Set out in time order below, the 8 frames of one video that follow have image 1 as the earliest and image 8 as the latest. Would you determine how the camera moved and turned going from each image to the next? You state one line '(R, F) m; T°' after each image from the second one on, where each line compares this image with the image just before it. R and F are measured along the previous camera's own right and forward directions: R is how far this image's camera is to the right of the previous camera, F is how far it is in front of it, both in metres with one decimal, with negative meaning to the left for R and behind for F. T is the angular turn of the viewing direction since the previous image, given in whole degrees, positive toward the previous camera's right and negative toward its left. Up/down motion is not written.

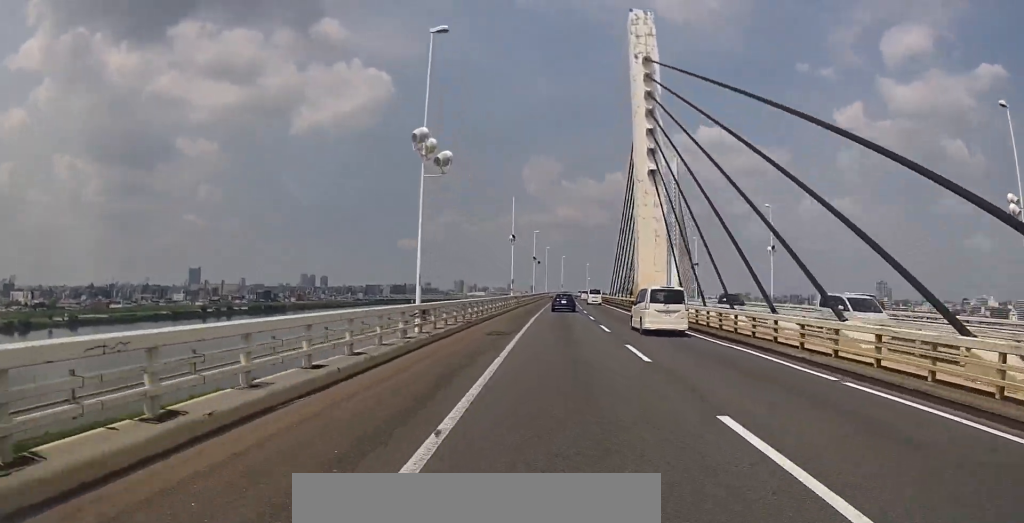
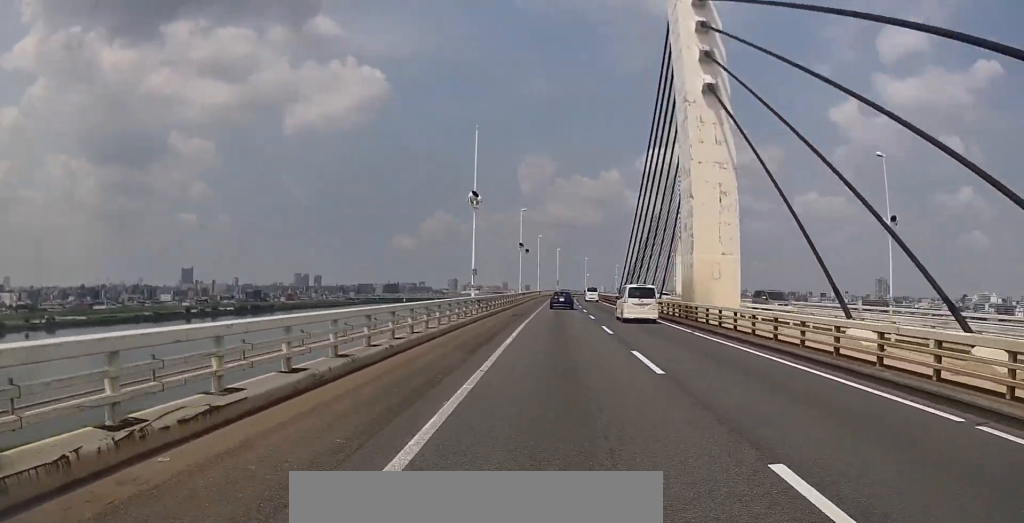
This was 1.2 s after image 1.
(-0.3, +22.5) m; 0°
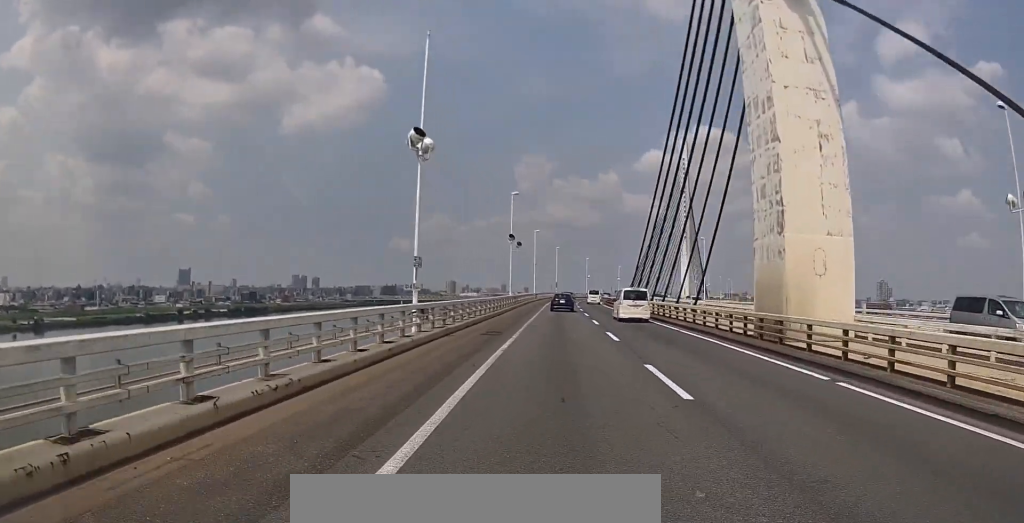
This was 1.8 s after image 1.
(0.0, +12.4) m; +1°
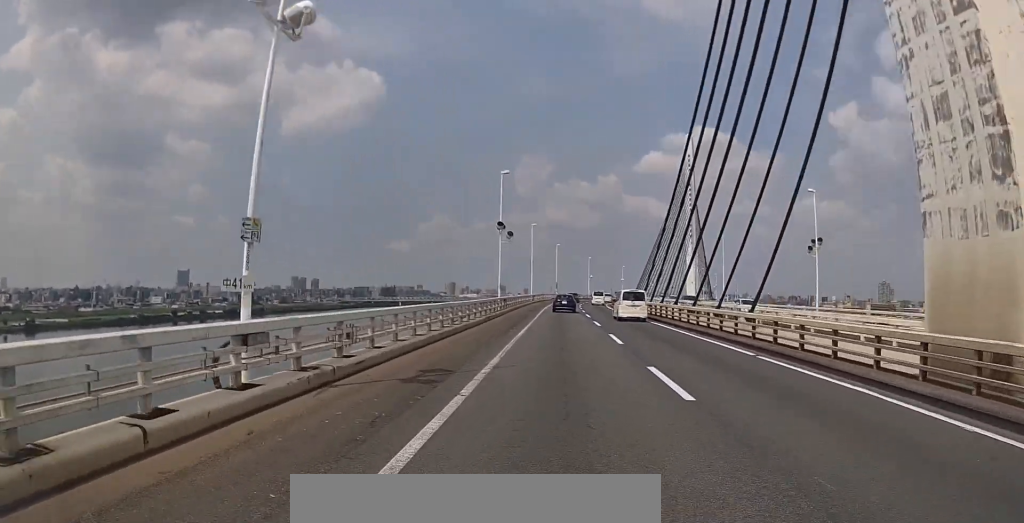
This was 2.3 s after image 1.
(+0.1, +9.8) m; +1°
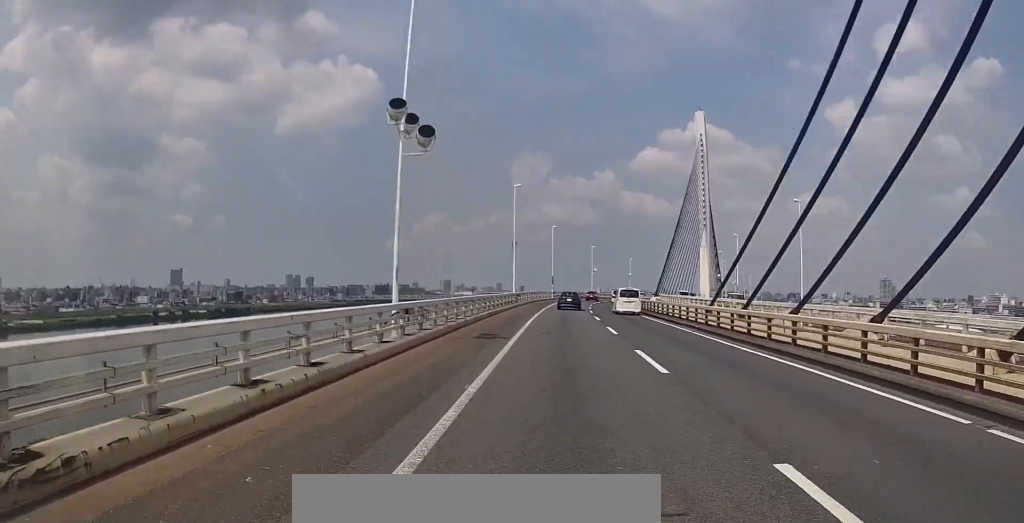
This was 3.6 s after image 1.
(+0.6, +26.3) m; +1°
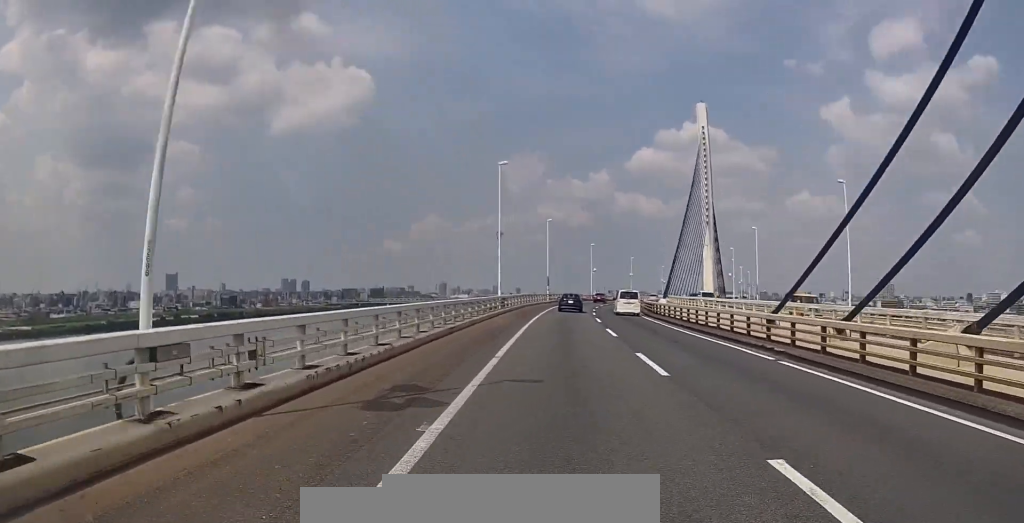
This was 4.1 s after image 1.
(0.0, +9.3) m; 0°
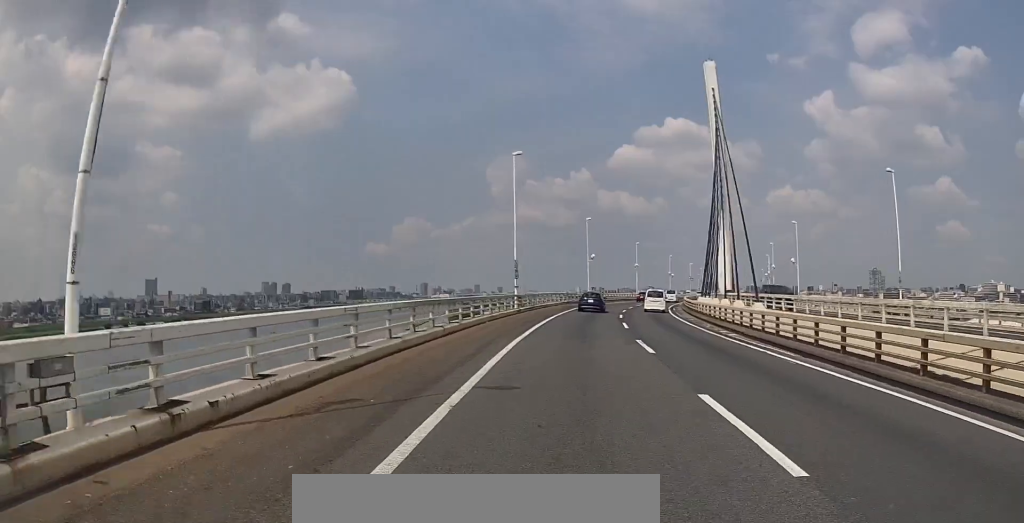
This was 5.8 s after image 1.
(+0.1, +35.8) m; +2°
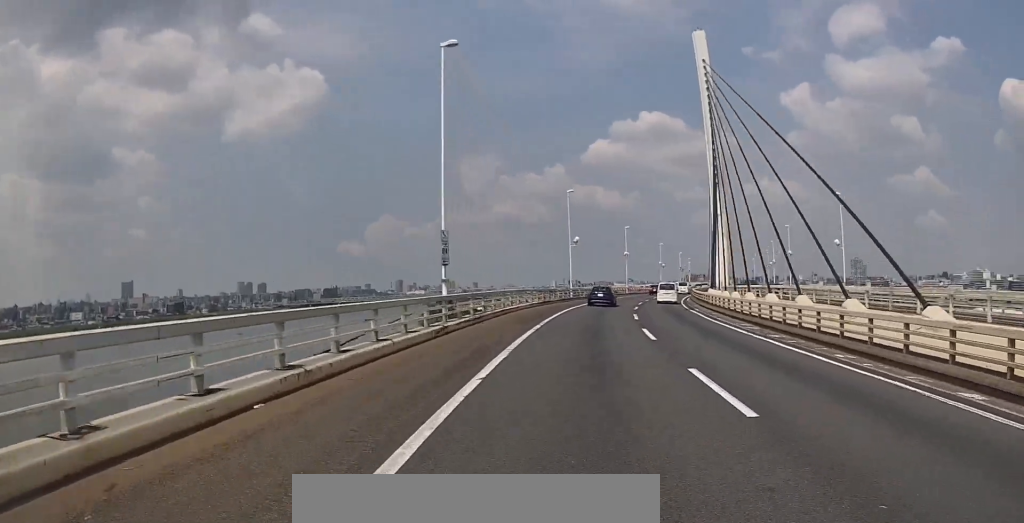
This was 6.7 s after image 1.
(+0.5, +17.5) m; +1°
